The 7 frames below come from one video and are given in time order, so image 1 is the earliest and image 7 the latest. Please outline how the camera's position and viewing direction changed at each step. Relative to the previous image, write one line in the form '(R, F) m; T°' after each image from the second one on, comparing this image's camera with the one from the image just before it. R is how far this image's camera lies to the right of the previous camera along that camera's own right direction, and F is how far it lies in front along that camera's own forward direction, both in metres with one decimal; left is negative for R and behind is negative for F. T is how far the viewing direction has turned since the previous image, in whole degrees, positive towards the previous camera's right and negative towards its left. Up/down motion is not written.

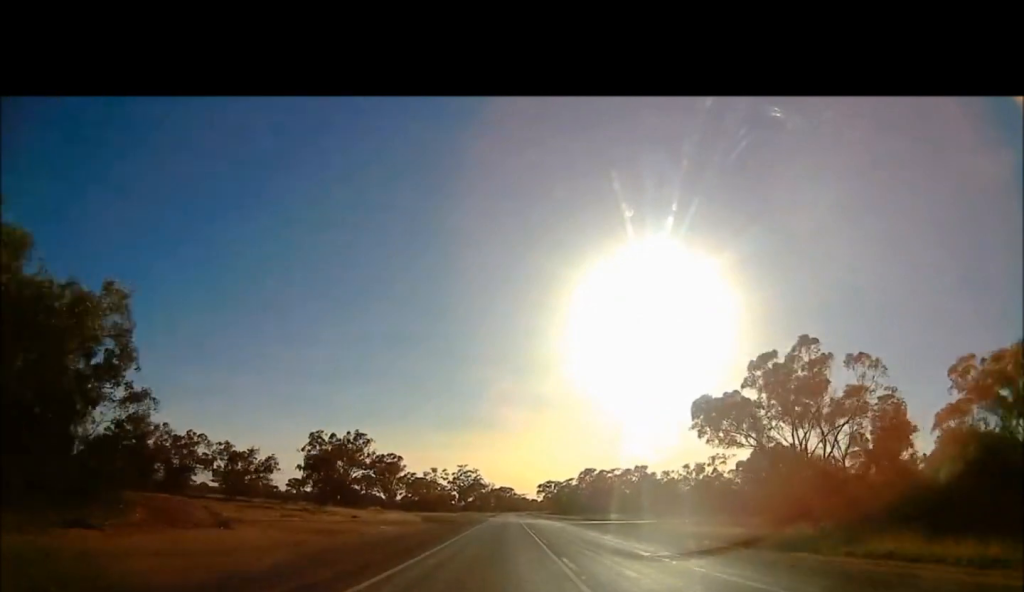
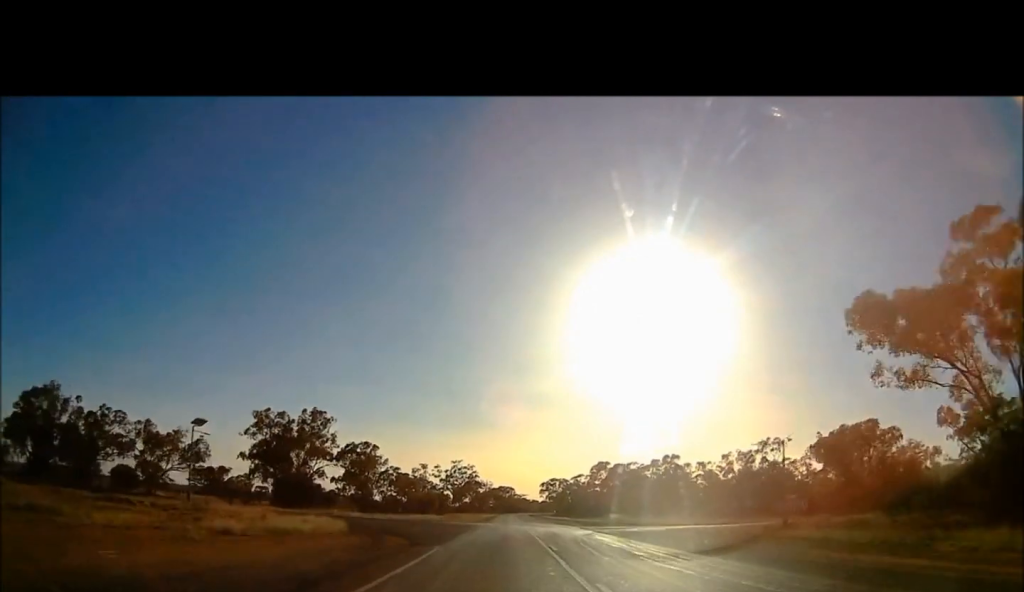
(+0.2, +31.7) m; 0°
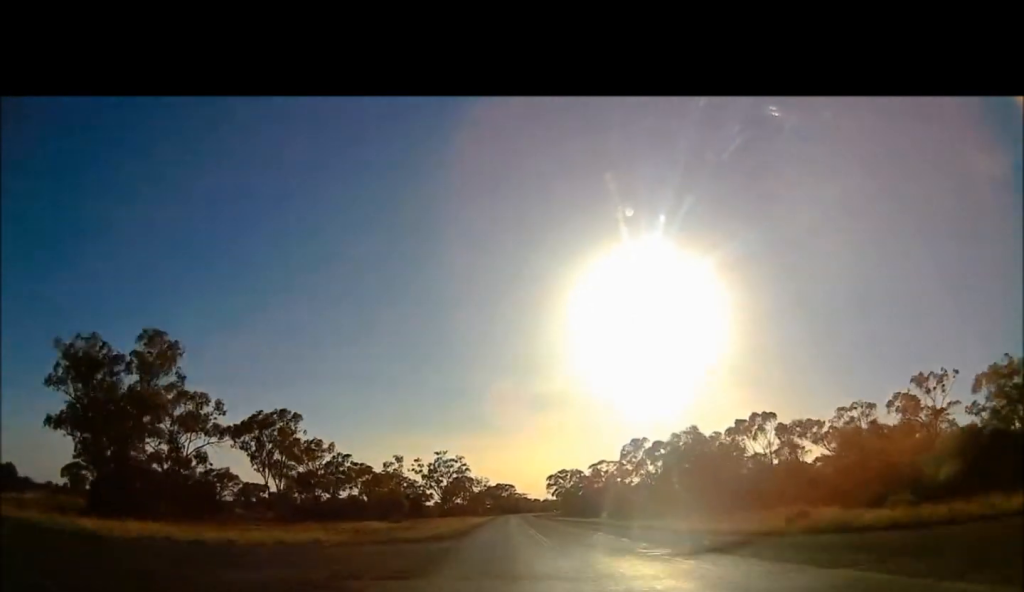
(+0.1, +50.4) m; 0°
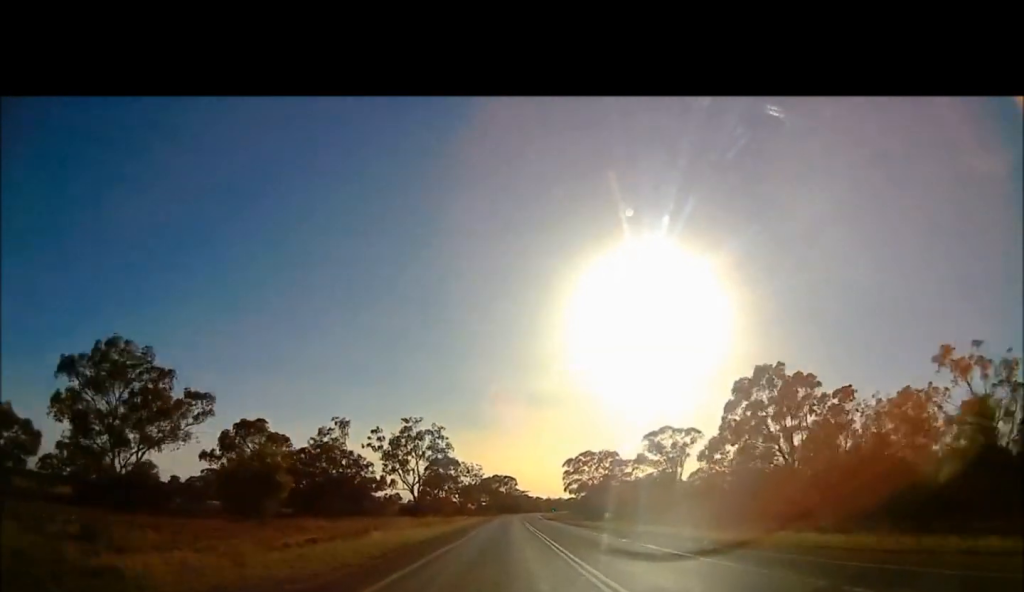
(+0.1, +63.8) m; 0°
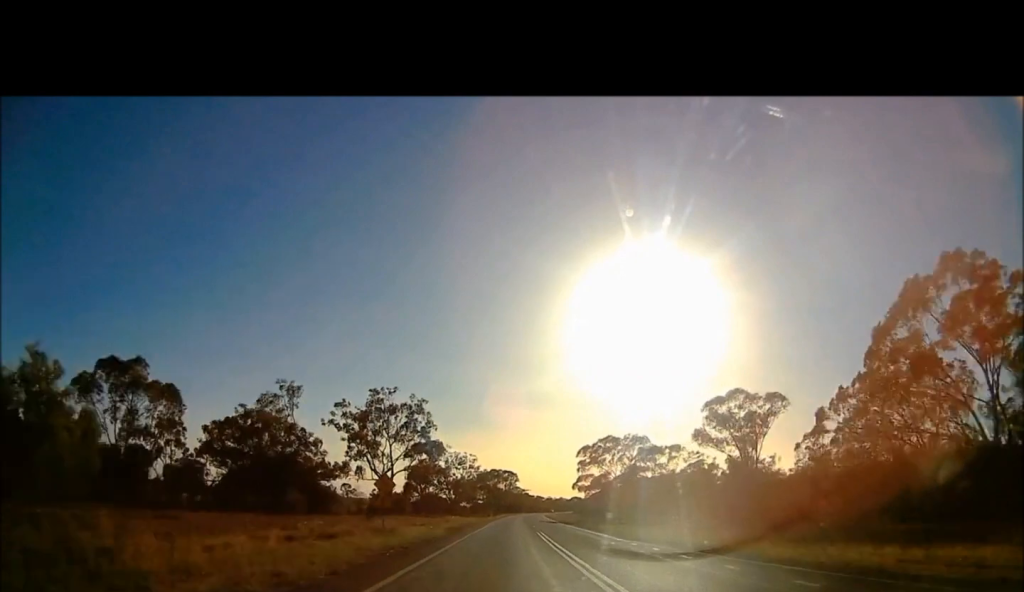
(0.0, +29.1) m; 0°
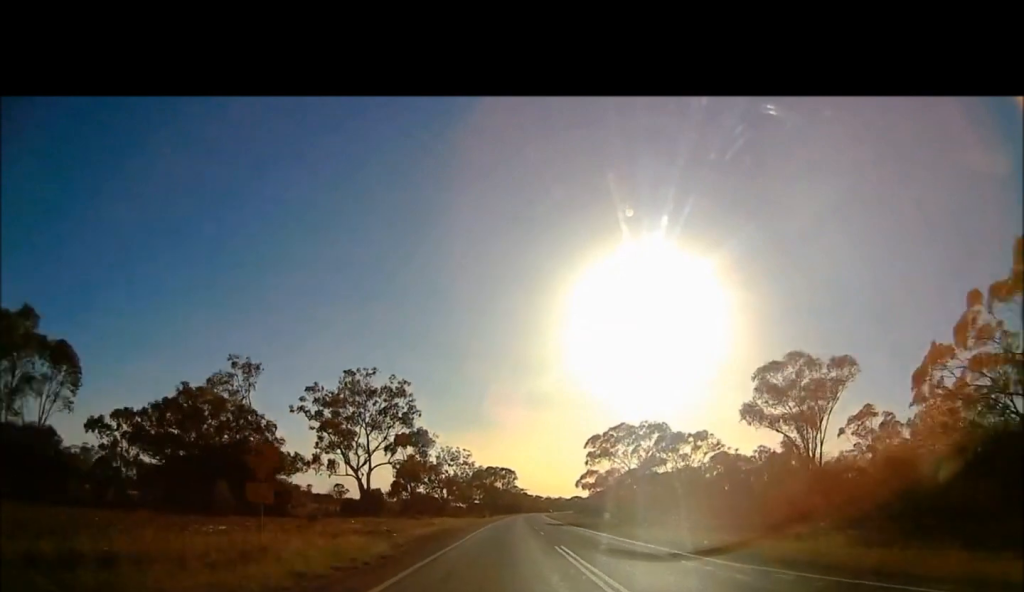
(0.0, +14.5) m; 0°
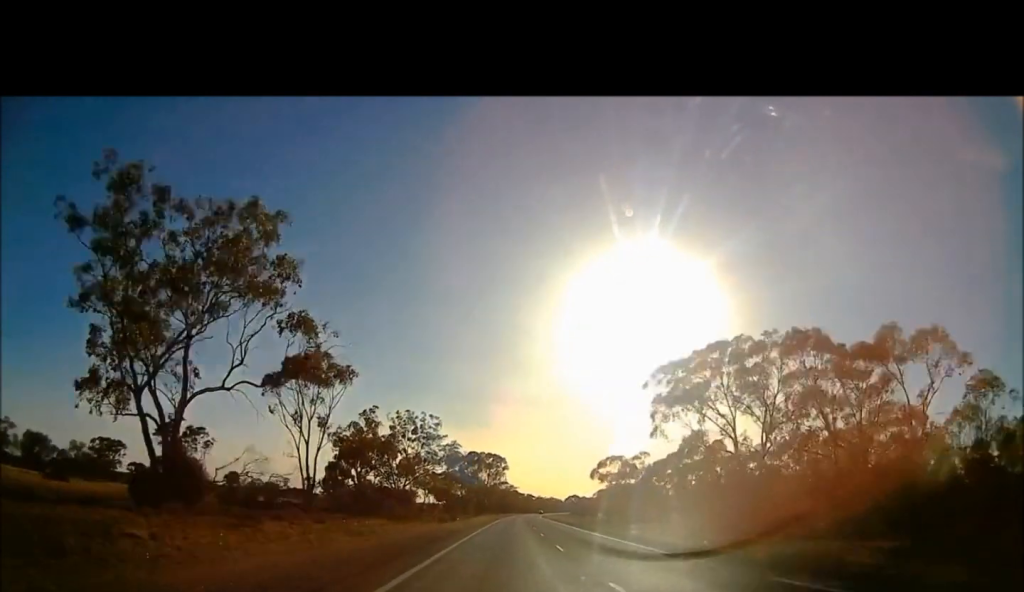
(0.0, +47.5) m; 0°
